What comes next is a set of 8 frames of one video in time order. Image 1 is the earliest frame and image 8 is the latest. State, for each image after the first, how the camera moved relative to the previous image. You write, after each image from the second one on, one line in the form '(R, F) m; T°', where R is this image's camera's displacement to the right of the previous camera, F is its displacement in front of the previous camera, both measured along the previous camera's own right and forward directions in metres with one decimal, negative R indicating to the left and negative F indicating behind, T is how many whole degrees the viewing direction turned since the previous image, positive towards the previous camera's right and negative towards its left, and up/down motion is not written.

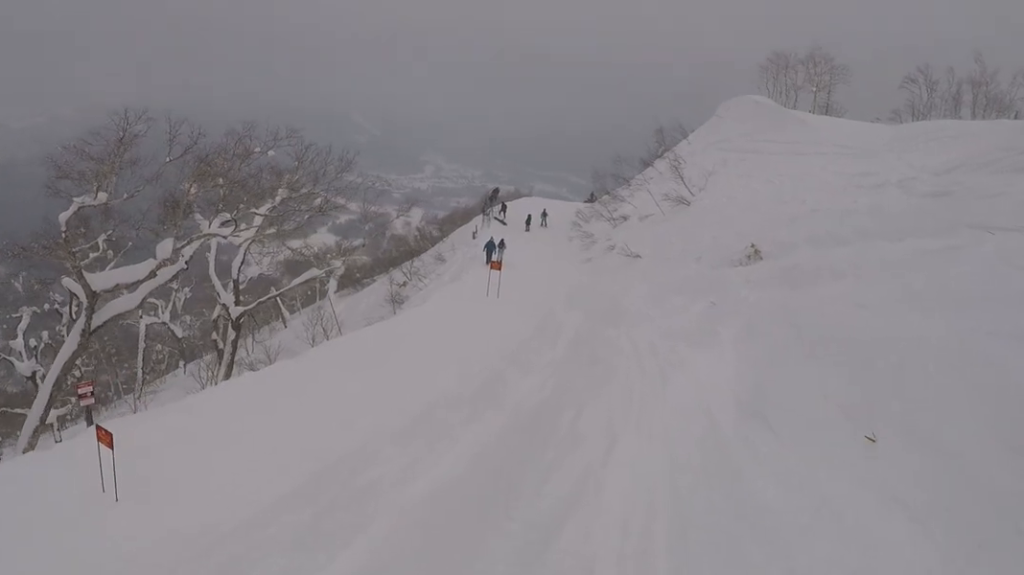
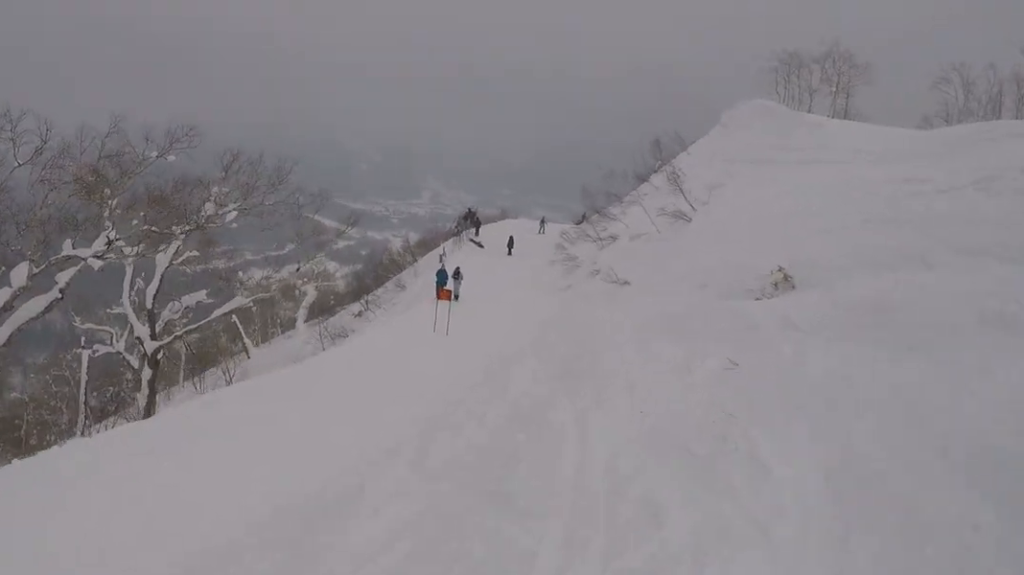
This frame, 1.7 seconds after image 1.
(-1.6, +7.6) m; -5°
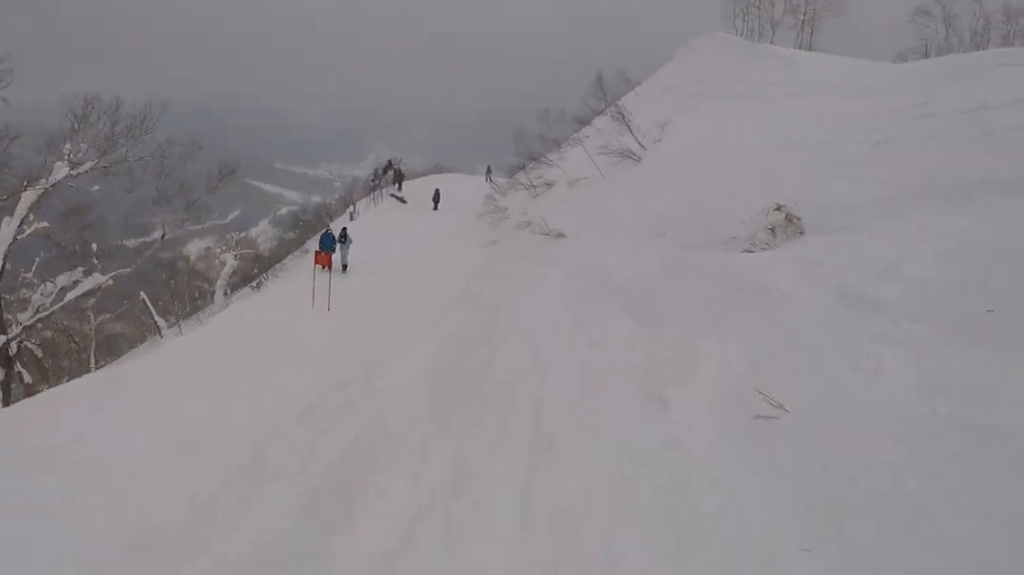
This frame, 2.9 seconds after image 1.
(+0.1, +6.3) m; -4°
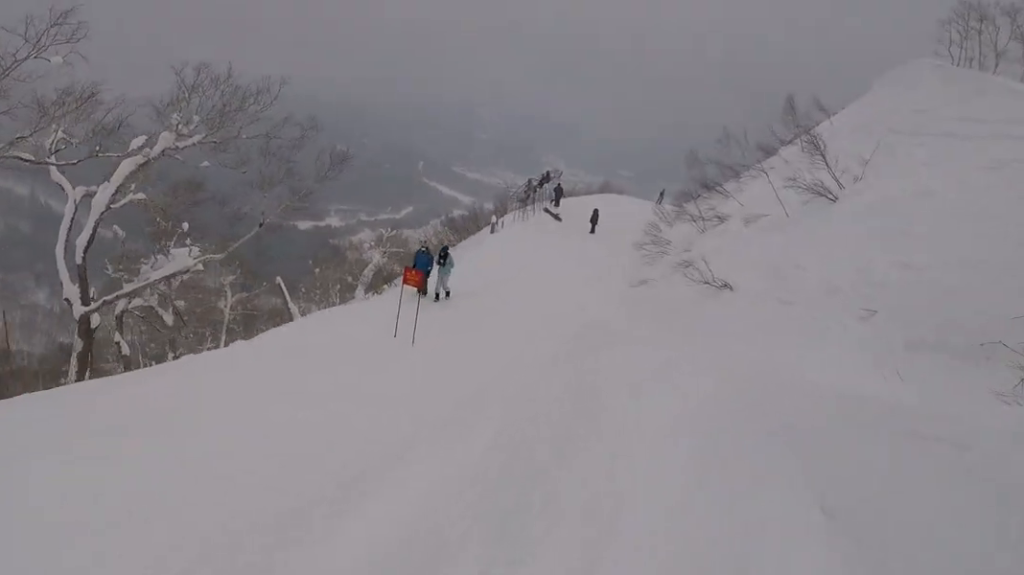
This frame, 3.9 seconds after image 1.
(-0.4, +6.1) m; -7°
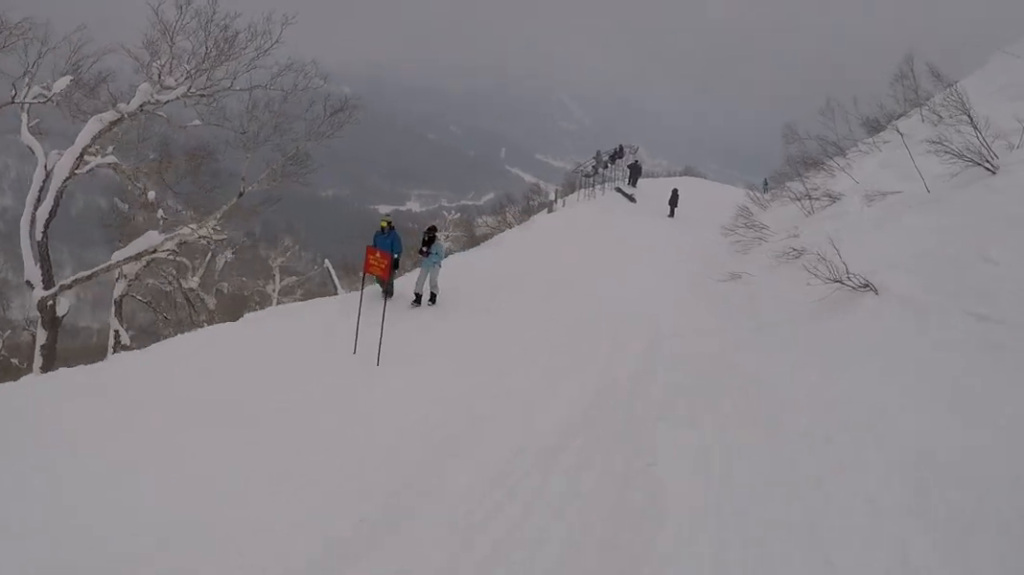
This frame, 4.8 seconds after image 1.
(-0.3, +6.0) m; -4°
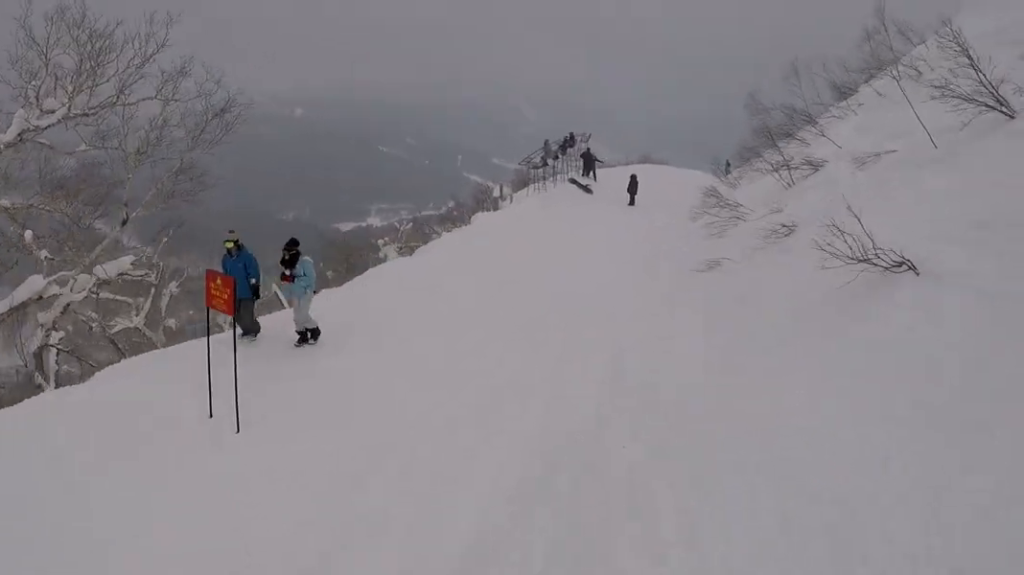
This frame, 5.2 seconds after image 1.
(0.0, +2.7) m; +1°
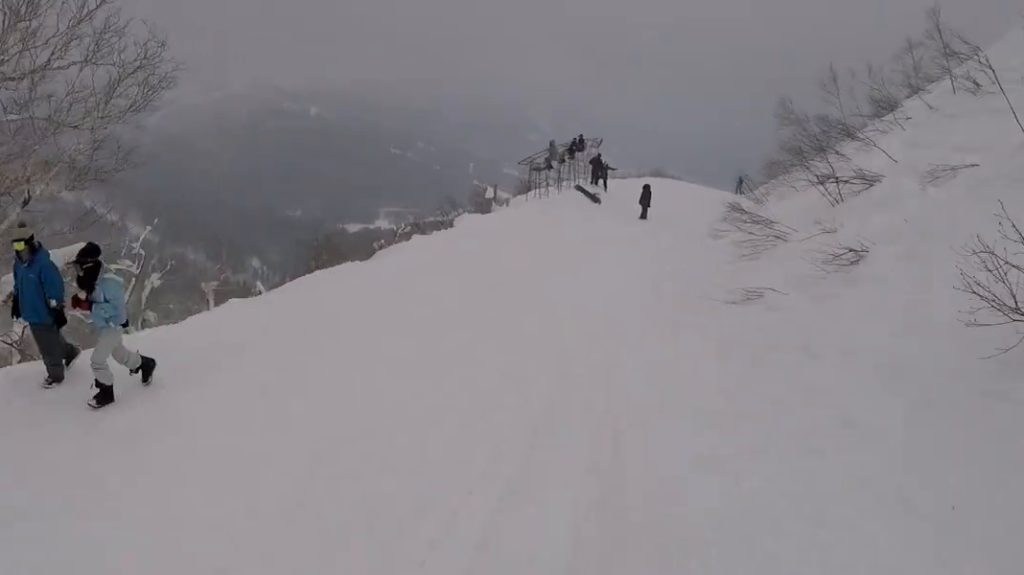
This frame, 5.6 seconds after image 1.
(-0.1, +2.8) m; +1°
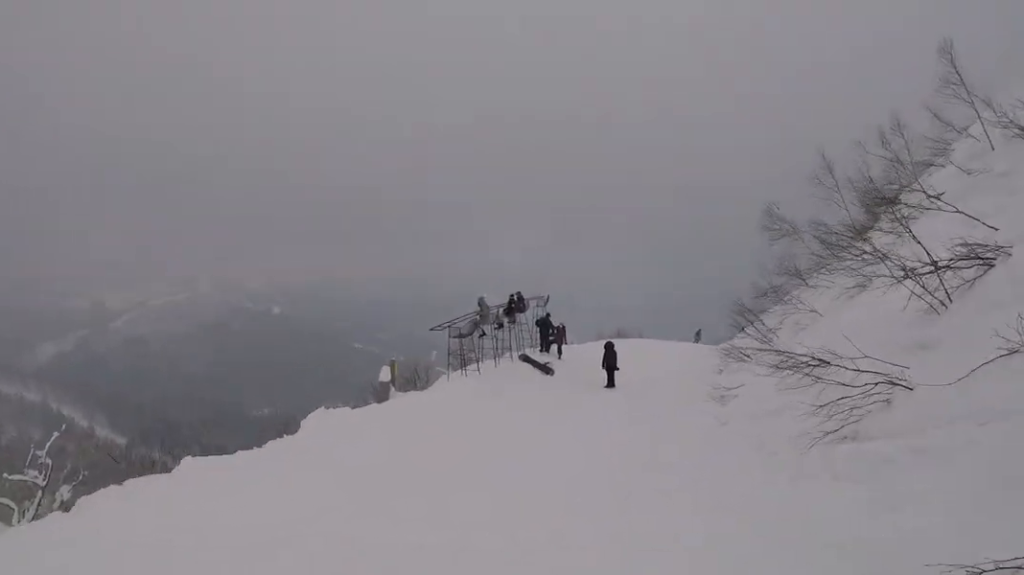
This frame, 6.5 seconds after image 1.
(+0.2, +5.9) m; +6°
